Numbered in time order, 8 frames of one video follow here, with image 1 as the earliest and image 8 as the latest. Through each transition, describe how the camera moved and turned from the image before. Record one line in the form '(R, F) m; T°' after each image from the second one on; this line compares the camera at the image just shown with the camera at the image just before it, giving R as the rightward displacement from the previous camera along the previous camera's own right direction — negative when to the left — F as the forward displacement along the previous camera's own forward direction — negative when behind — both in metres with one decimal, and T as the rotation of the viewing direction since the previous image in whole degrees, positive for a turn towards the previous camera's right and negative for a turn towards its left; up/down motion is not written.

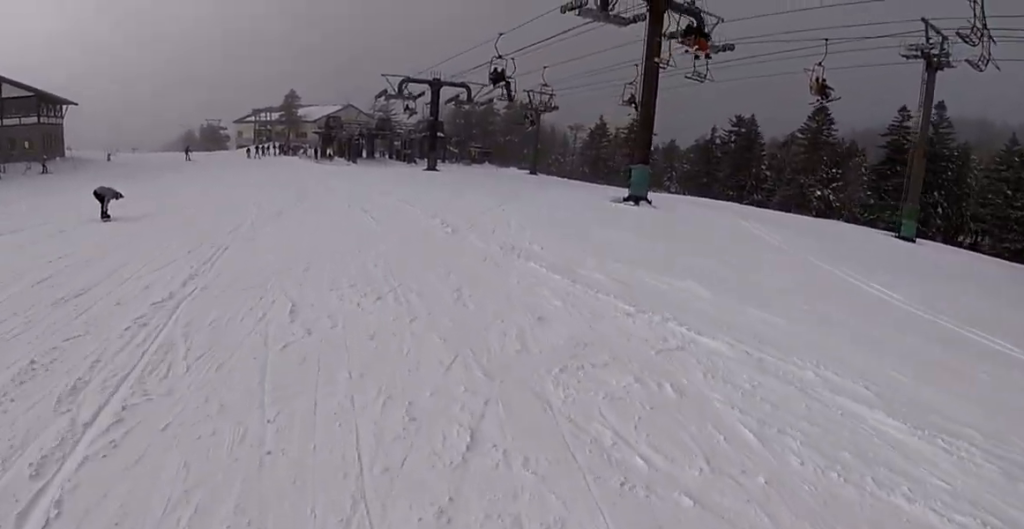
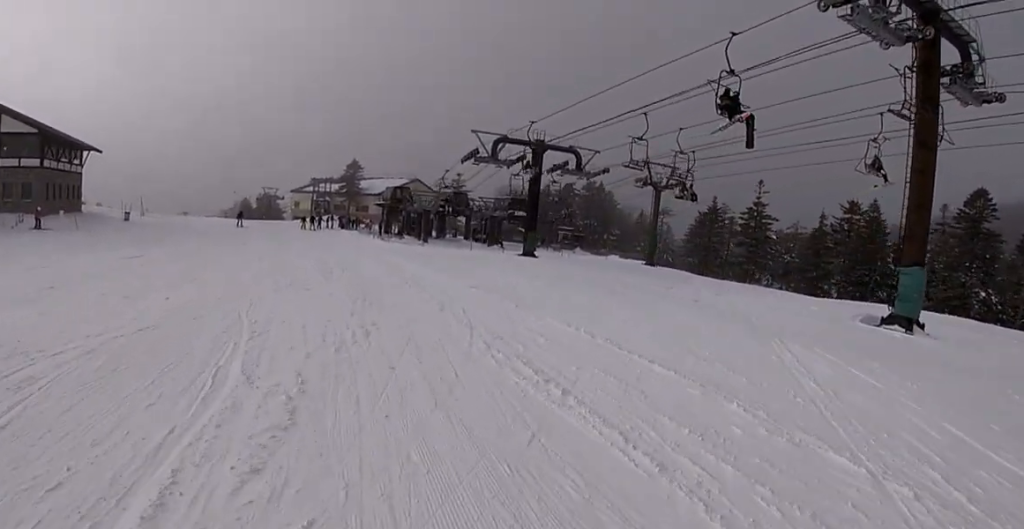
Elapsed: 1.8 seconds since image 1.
(-1.9, +12.4) m; -17°
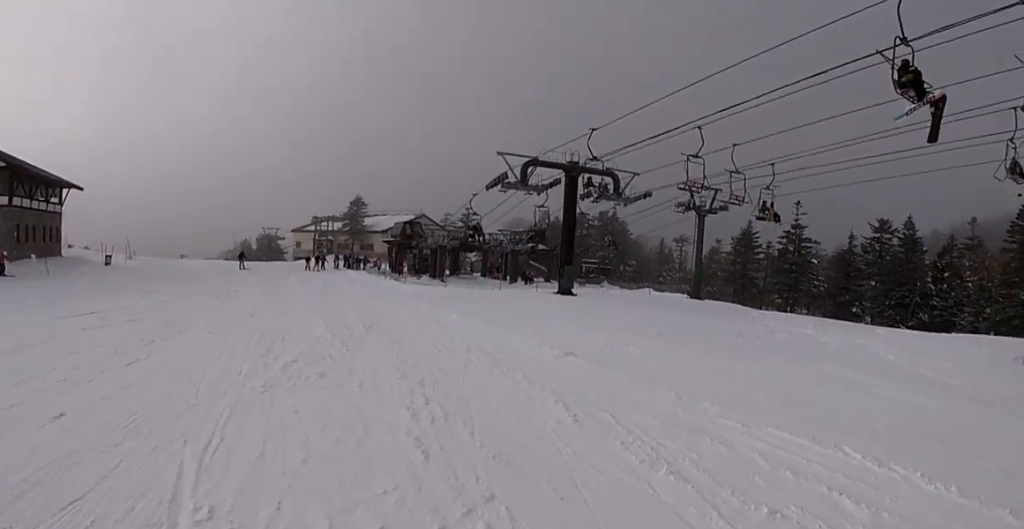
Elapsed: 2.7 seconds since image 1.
(-0.4, +5.8) m; -5°
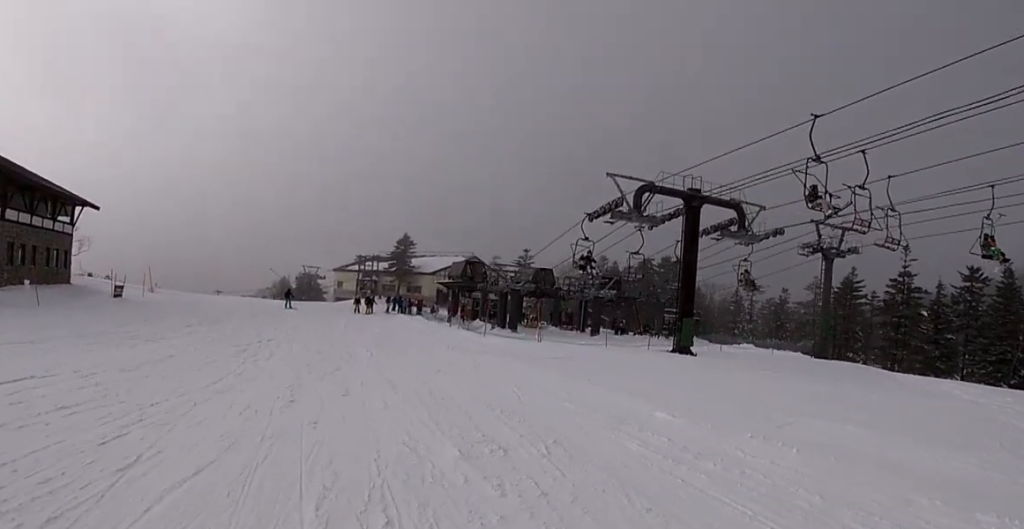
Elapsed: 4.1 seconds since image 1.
(+0.3, +8.5) m; +1°
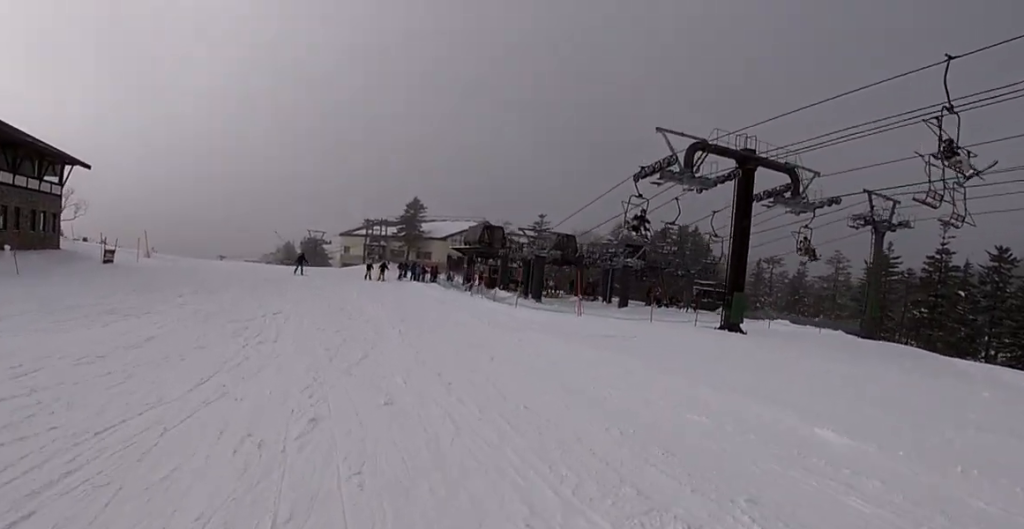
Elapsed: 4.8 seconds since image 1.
(-0.4, +3.3) m; -5°
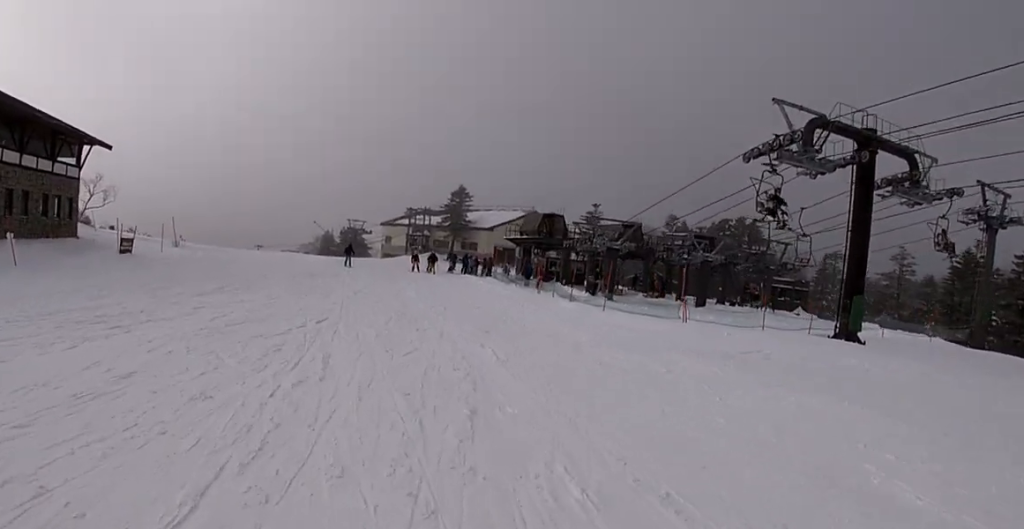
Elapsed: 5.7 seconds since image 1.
(-0.4, +4.6) m; +2°
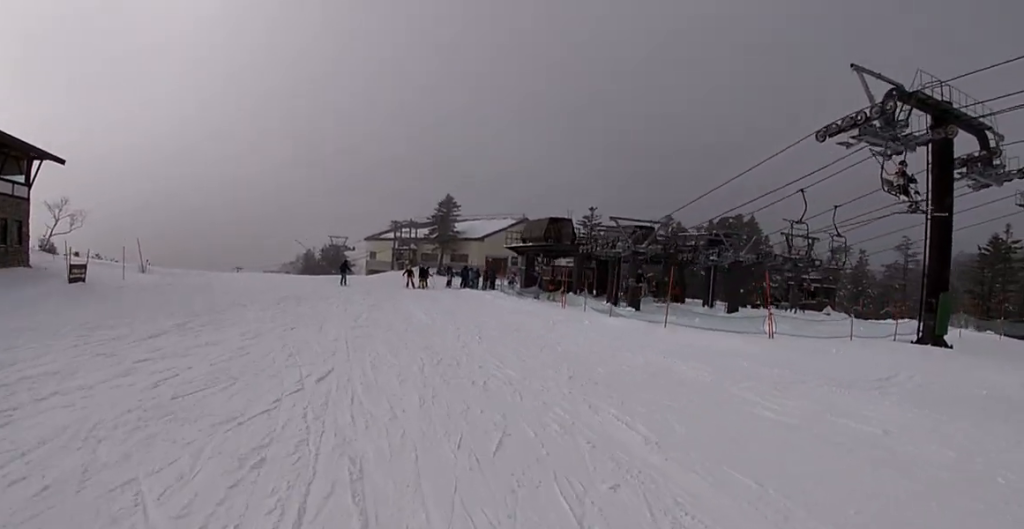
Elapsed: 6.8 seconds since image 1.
(+0.7, +4.2) m; +10°
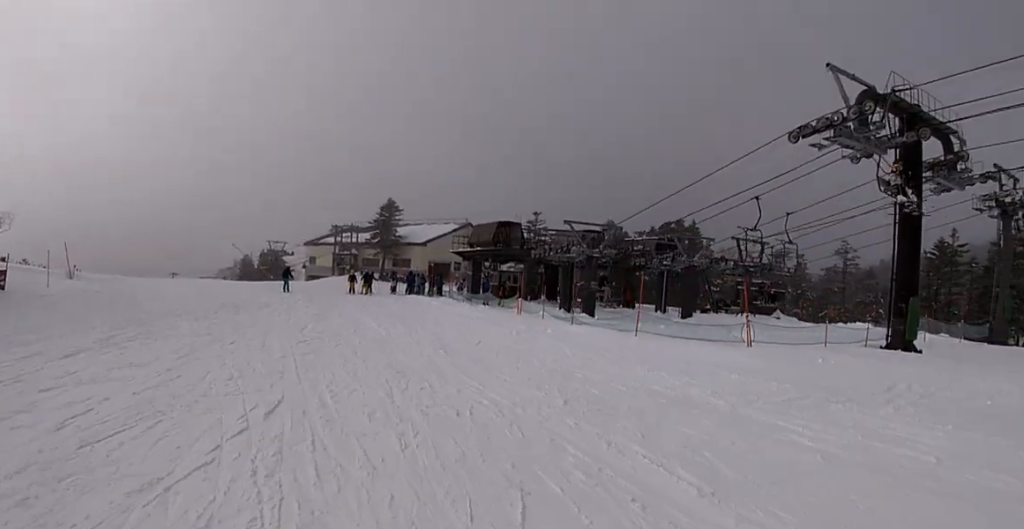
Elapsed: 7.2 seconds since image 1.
(+0.5, +1.5) m; +1°
